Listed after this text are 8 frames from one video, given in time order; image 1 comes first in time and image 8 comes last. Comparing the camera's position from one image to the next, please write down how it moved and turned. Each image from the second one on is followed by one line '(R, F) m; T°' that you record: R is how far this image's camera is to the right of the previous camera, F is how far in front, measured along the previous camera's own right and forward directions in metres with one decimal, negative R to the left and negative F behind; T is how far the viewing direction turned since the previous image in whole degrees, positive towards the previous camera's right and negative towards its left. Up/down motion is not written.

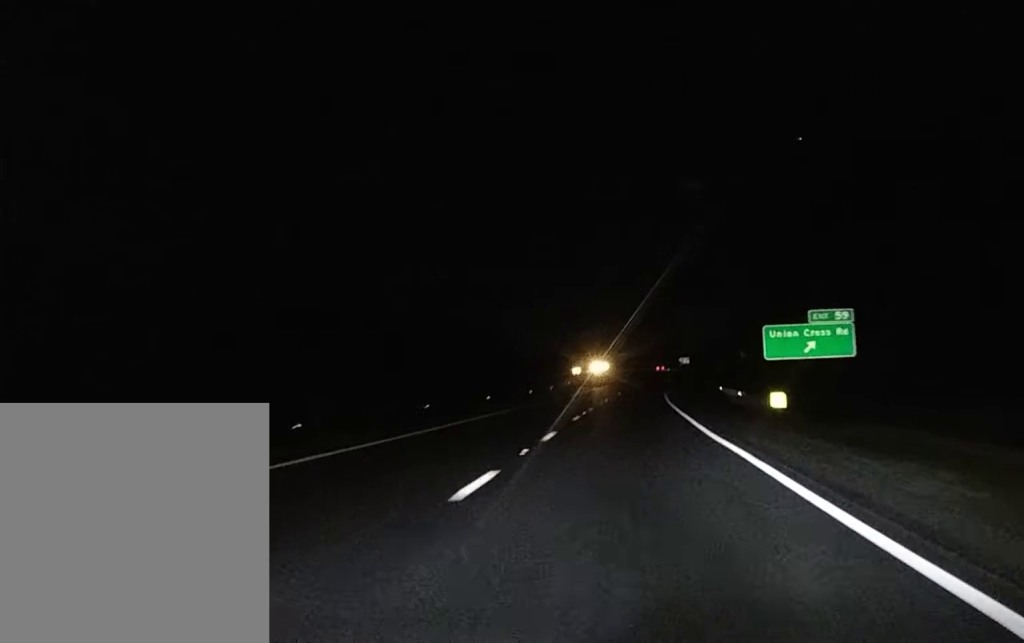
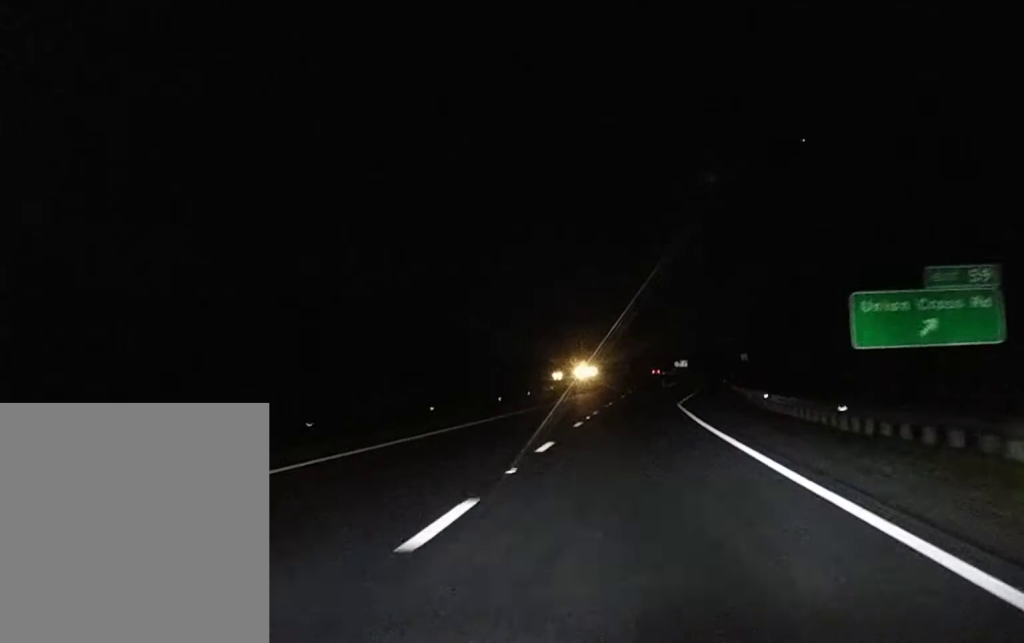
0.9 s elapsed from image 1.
(+0.2, +32.5) m; +1°
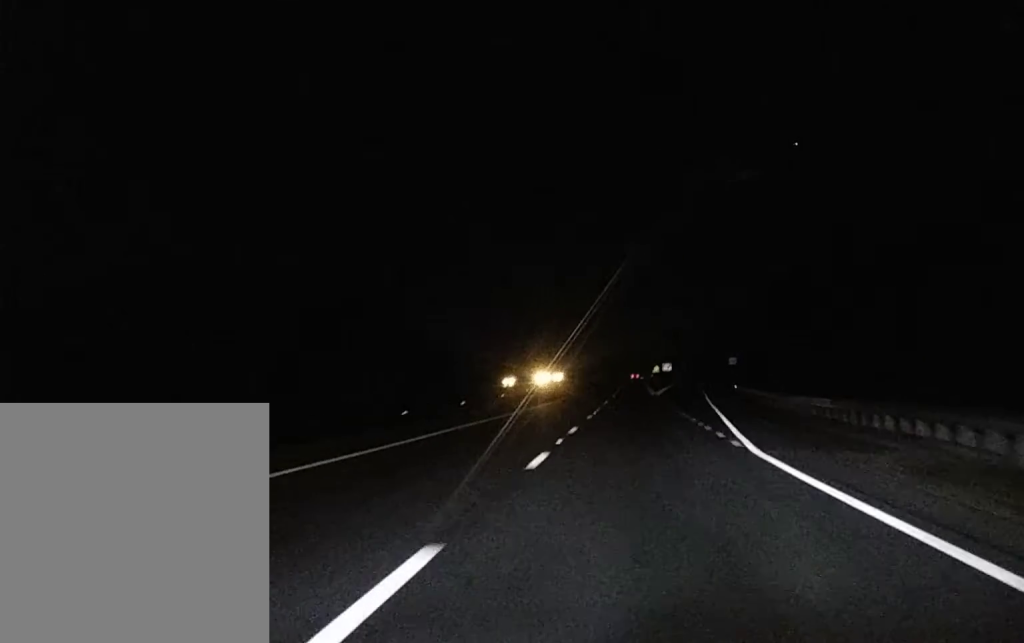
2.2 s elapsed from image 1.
(+0.5, +39.4) m; +1°
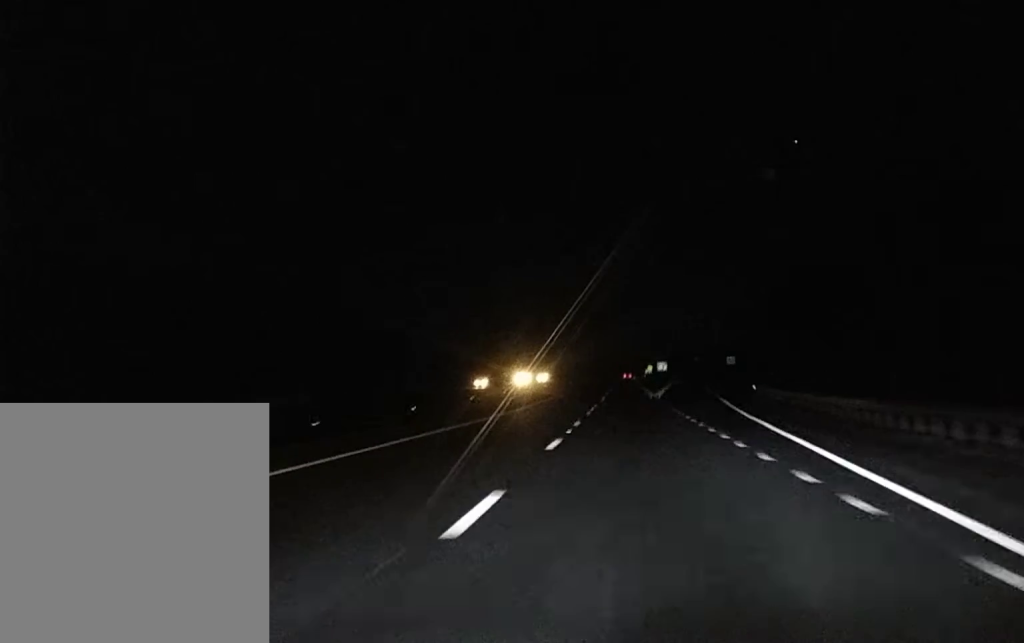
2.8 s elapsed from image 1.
(0.0, +19.0) m; 0°
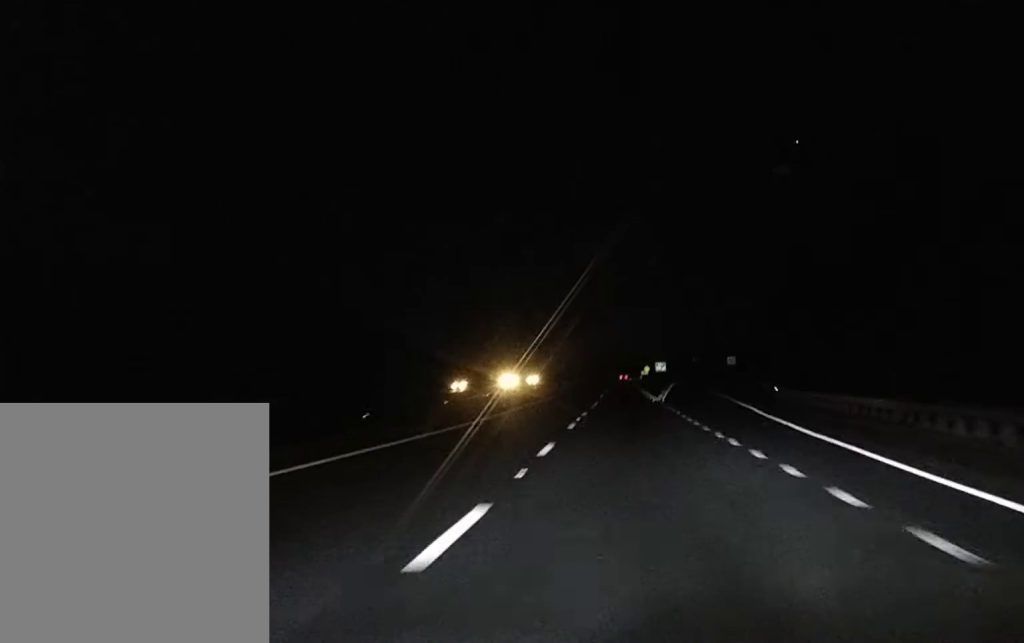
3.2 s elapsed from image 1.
(0.0, +12.2) m; 0°
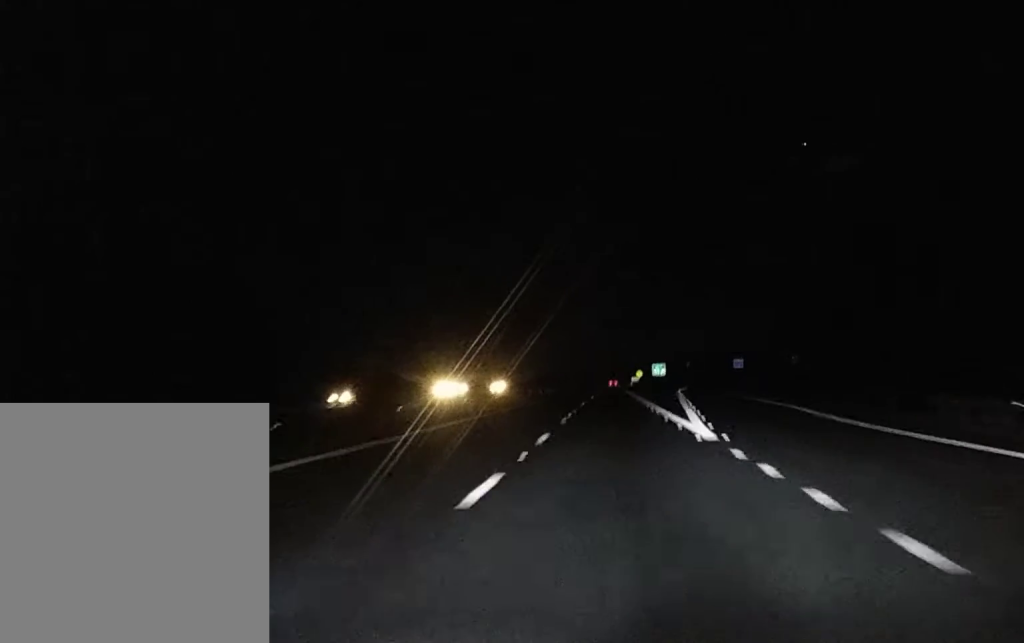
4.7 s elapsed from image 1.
(+0.2, +38.1) m; +1°
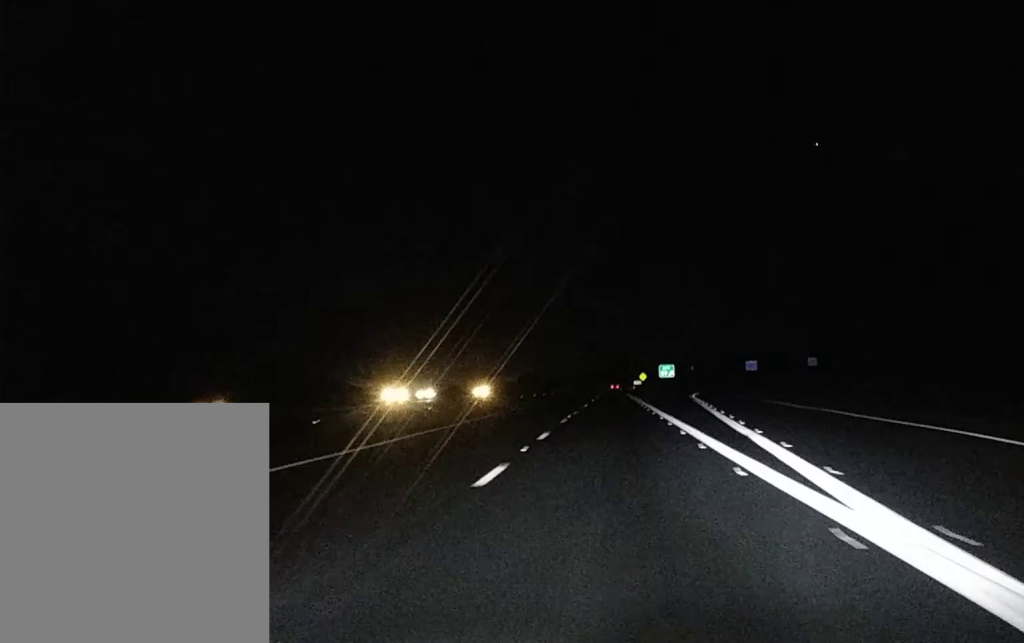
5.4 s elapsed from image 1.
(+0.1, +17.2) m; 0°
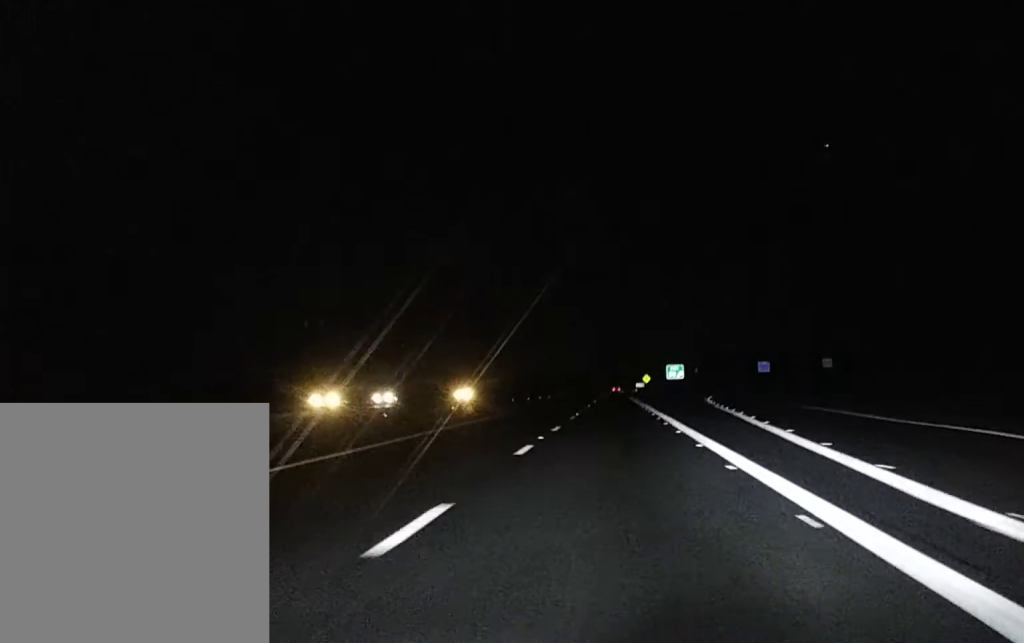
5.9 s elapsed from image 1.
(+0.1, +15.0) m; 0°
